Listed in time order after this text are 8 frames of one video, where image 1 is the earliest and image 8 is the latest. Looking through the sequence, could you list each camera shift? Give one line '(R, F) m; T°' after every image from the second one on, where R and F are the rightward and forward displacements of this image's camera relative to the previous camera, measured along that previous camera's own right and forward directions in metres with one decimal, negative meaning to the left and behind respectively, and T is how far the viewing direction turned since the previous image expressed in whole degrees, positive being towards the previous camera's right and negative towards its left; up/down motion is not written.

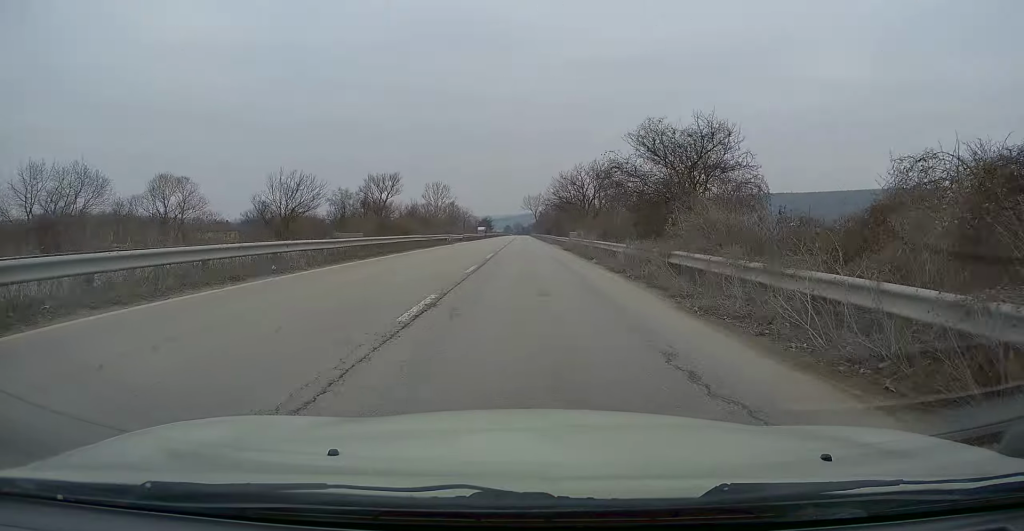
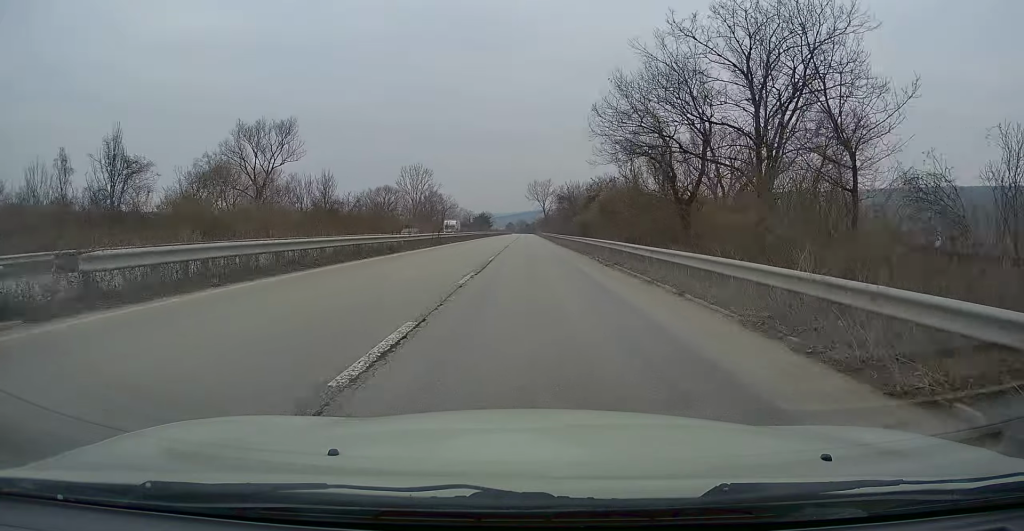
(-0.8, +56.6) m; -1°
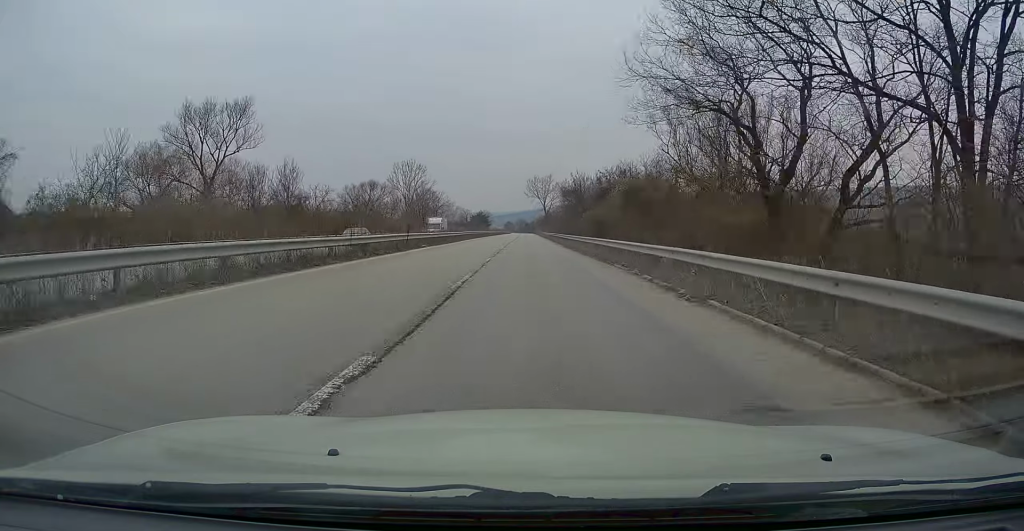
(0.0, +10.6) m; 0°
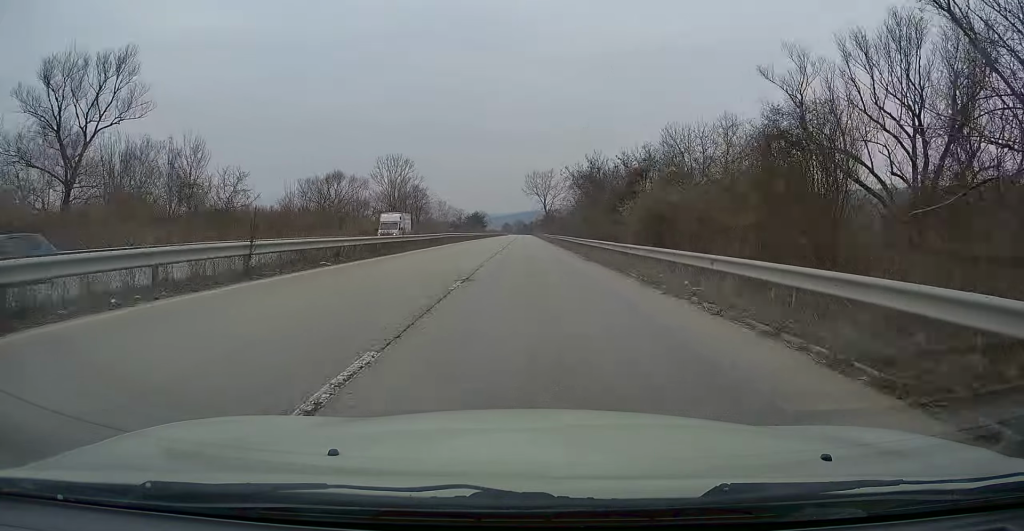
(+0.2, +17.7) m; +1°
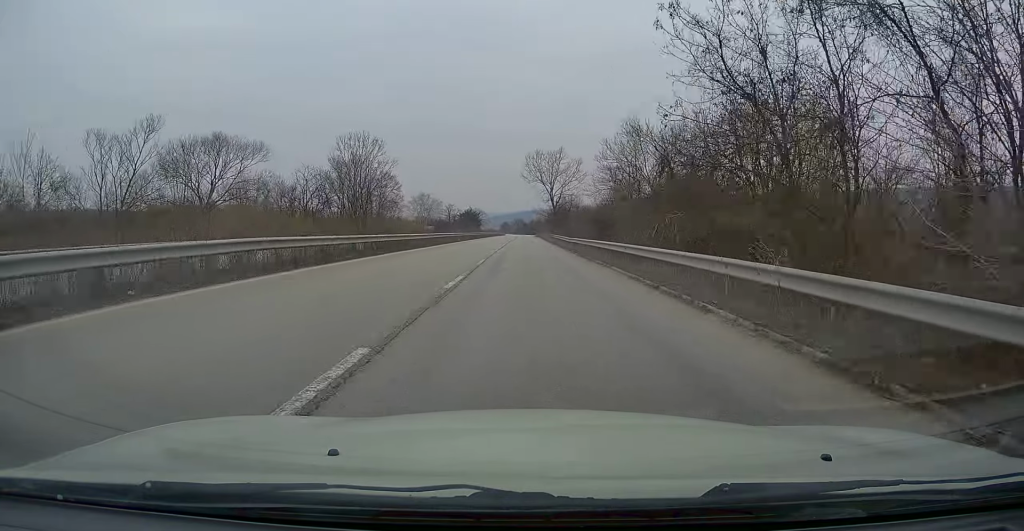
(0.0, +35.4) m; 0°
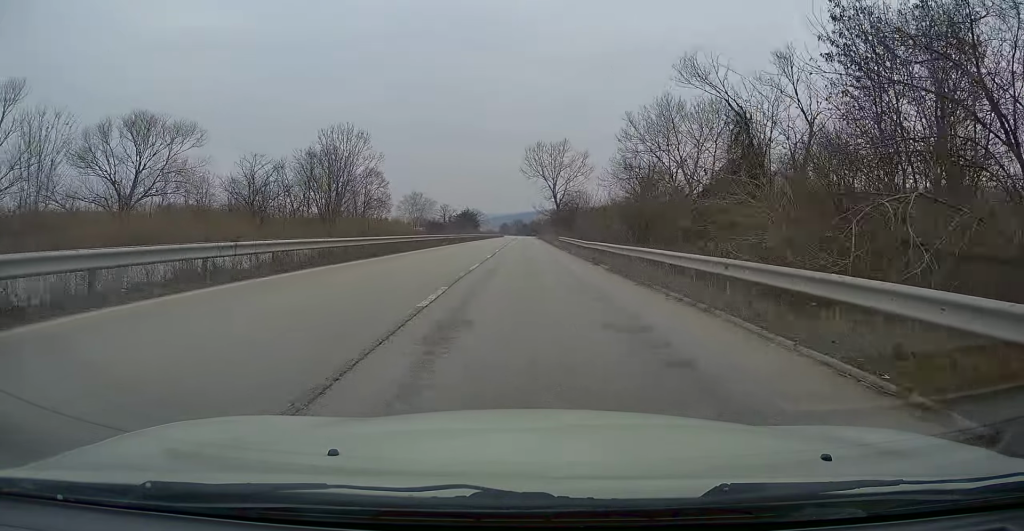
(0.0, +11.5) m; 0°
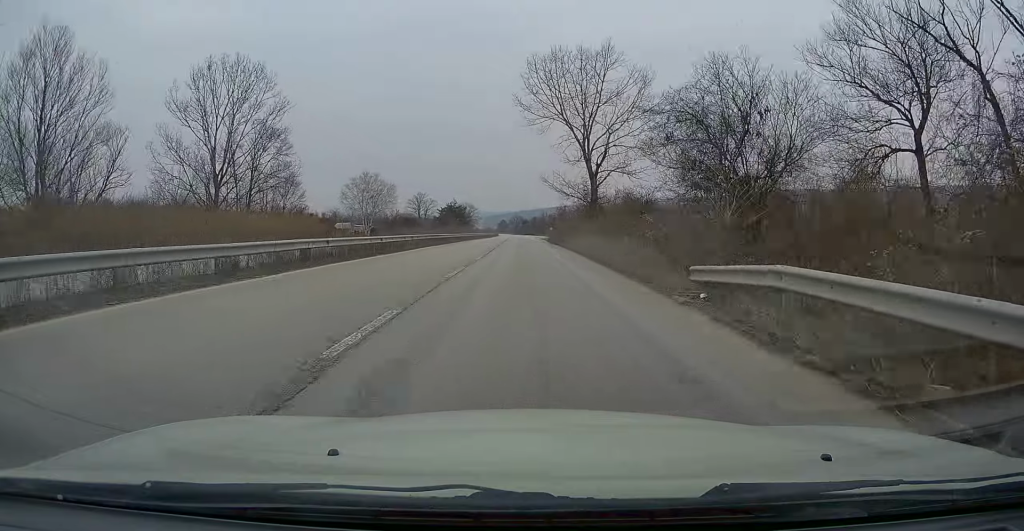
(0.0, +48.2) m; 0°
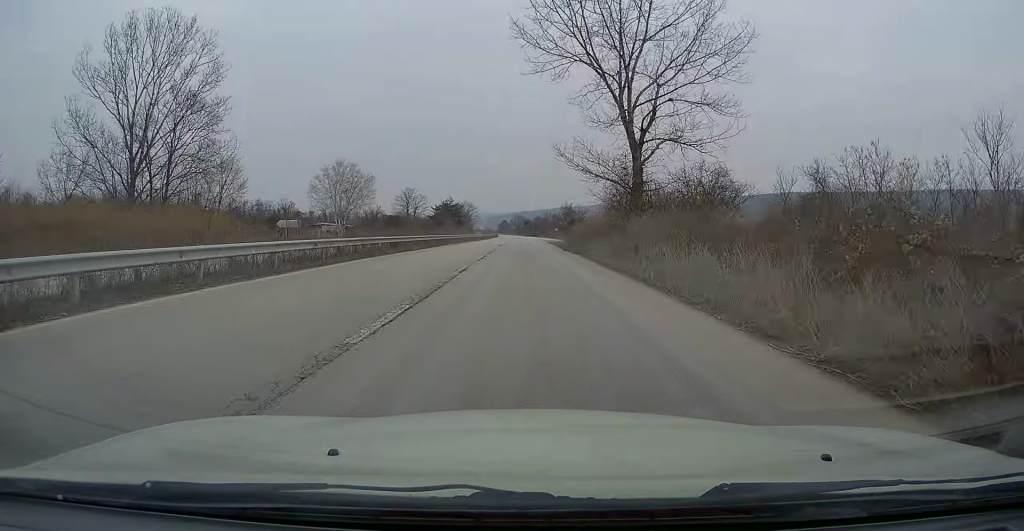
(0.0, +17.0) m; 0°
